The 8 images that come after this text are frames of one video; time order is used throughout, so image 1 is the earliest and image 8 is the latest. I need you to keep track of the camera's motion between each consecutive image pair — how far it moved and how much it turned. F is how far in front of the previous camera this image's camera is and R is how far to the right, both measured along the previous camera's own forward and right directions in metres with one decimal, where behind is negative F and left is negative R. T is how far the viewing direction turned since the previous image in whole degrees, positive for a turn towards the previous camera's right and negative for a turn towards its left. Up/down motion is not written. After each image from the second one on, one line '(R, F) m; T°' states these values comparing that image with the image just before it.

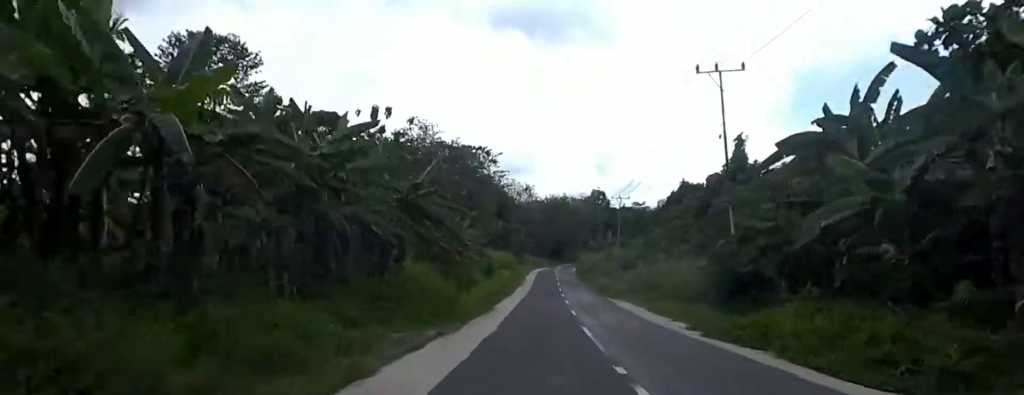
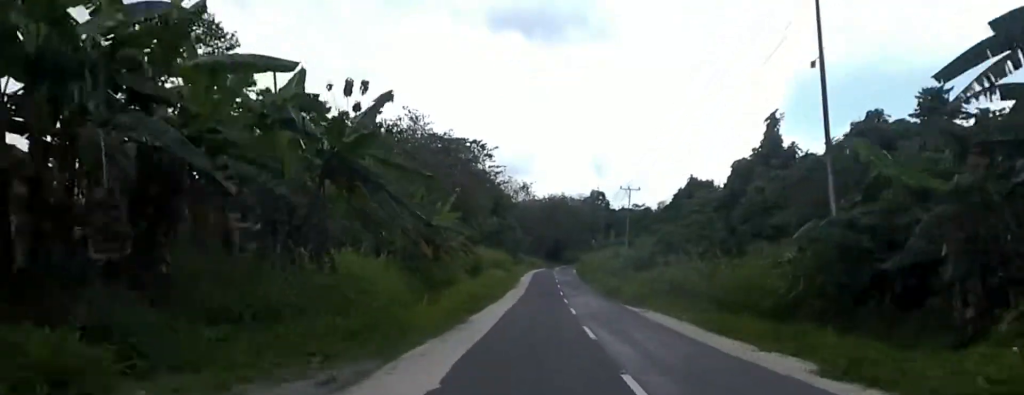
(+0.9, +8.7) m; +4°
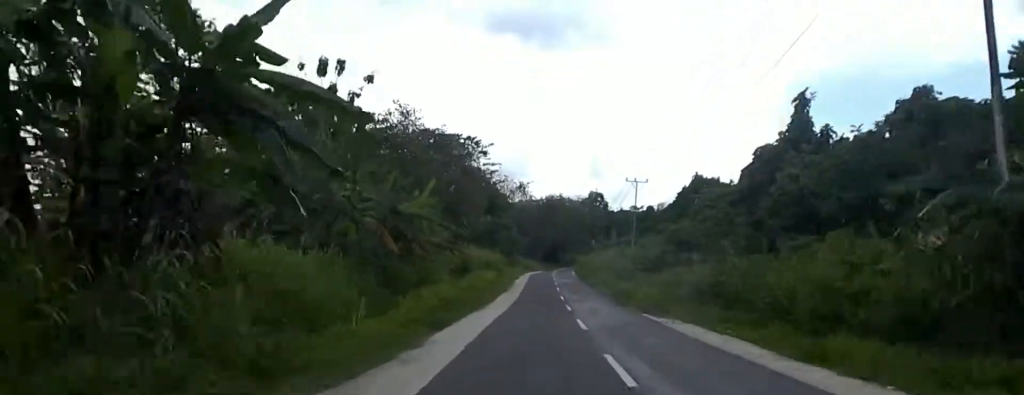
(+0.2, +6.1) m; +2°
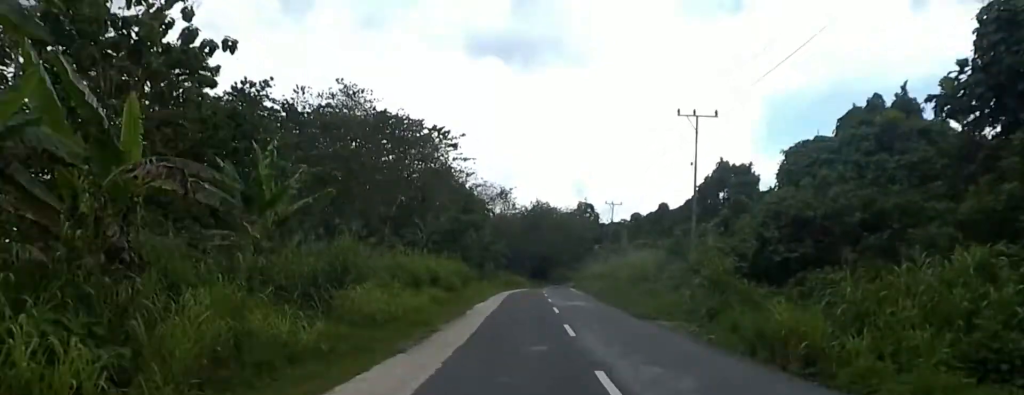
(+1.2, +24.6) m; +2°
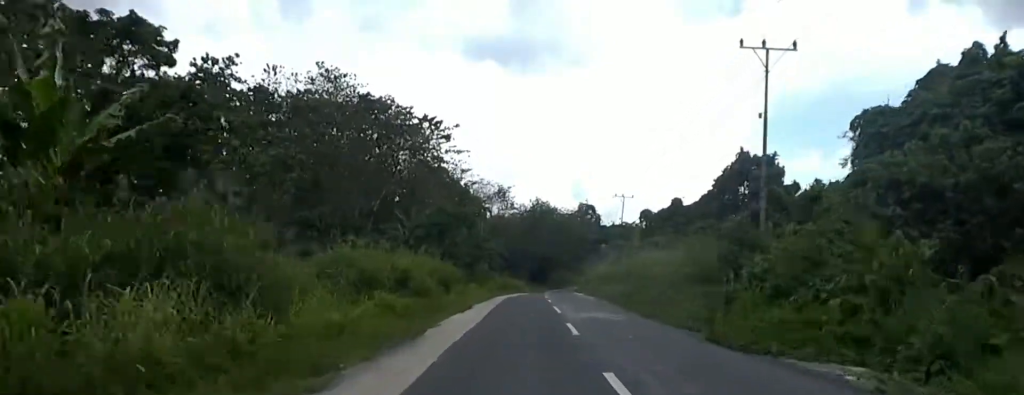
(-0.4, +8.5) m; -4°
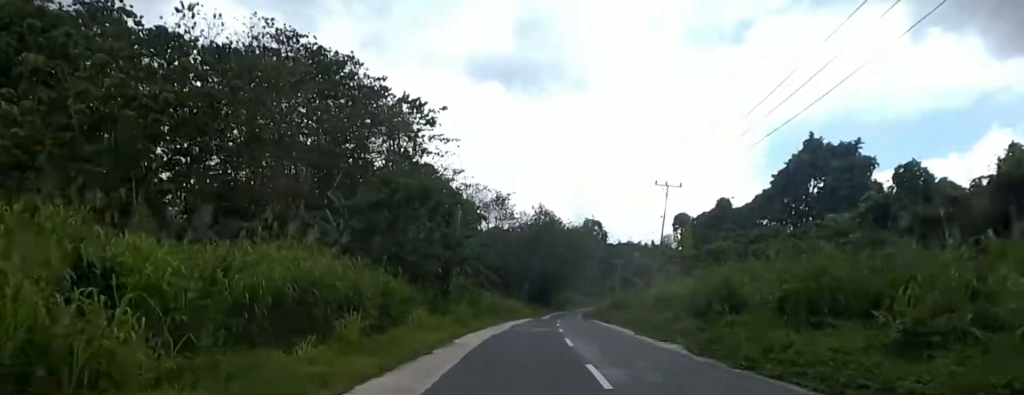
(-0.9, +18.7) m; -1°
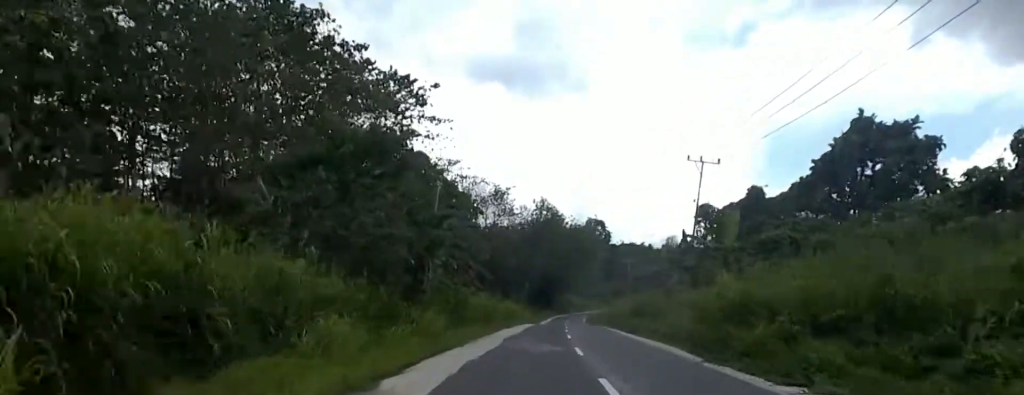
(+0.4, +8.8) m; +2°
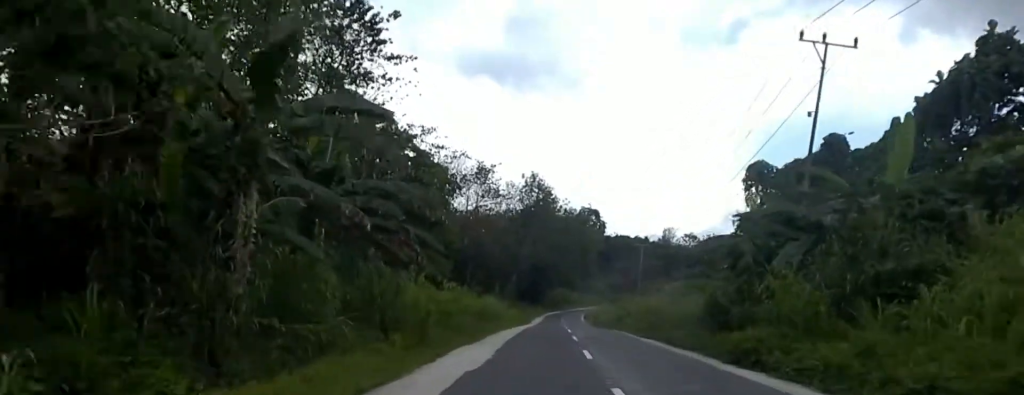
(+0.4, +16.6) m; +3°
